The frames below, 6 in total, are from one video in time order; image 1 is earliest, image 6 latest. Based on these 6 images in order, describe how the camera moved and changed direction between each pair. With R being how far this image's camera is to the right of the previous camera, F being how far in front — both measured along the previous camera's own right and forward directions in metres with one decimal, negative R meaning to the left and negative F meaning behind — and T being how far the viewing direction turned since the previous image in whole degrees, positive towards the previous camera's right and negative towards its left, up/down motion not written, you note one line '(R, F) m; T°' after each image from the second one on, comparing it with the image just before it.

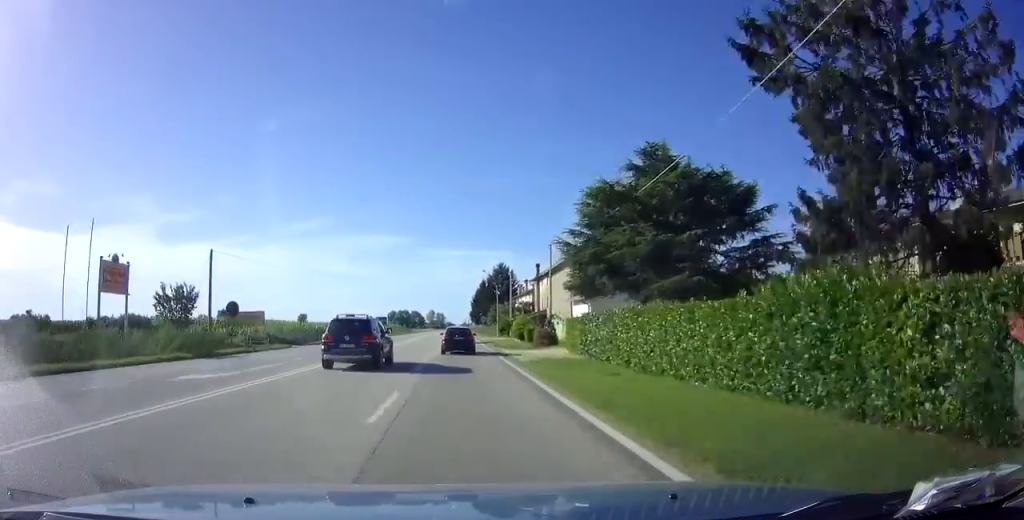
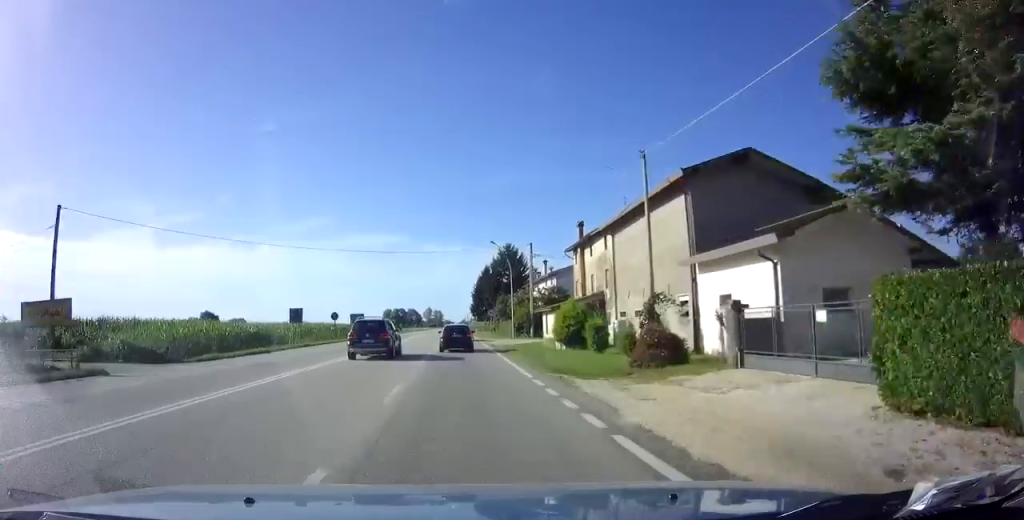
(0.0, +21.1) m; 0°
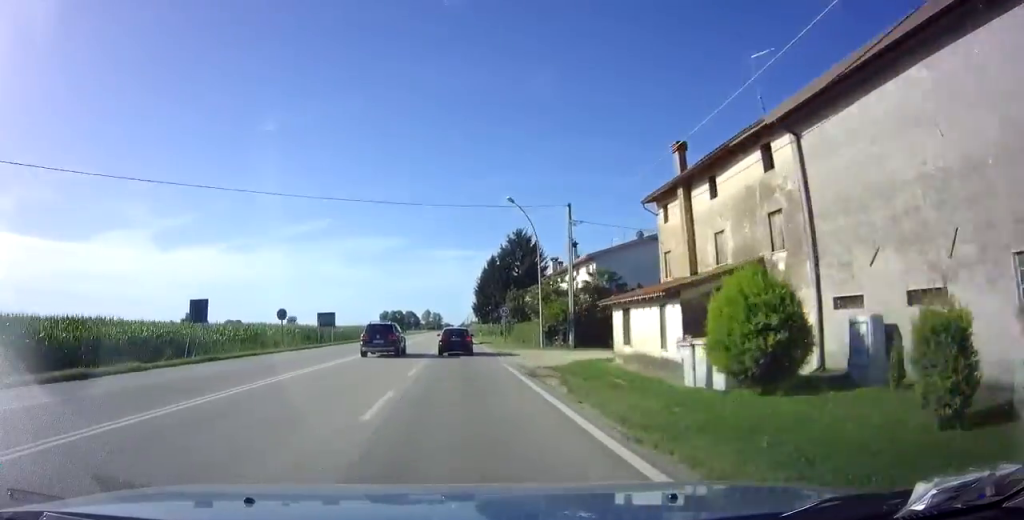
(0.0, +17.0) m; 0°
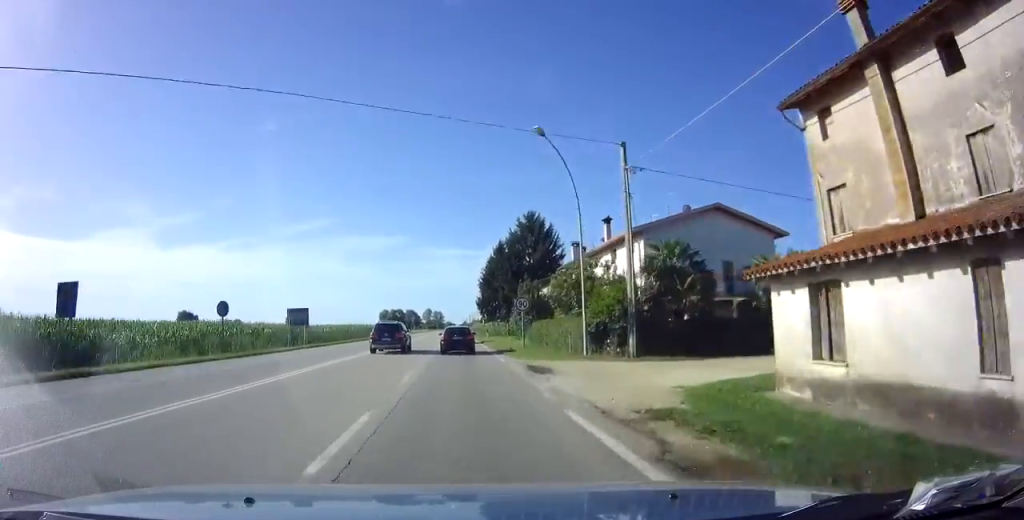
(0.0, +10.6) m; 0°
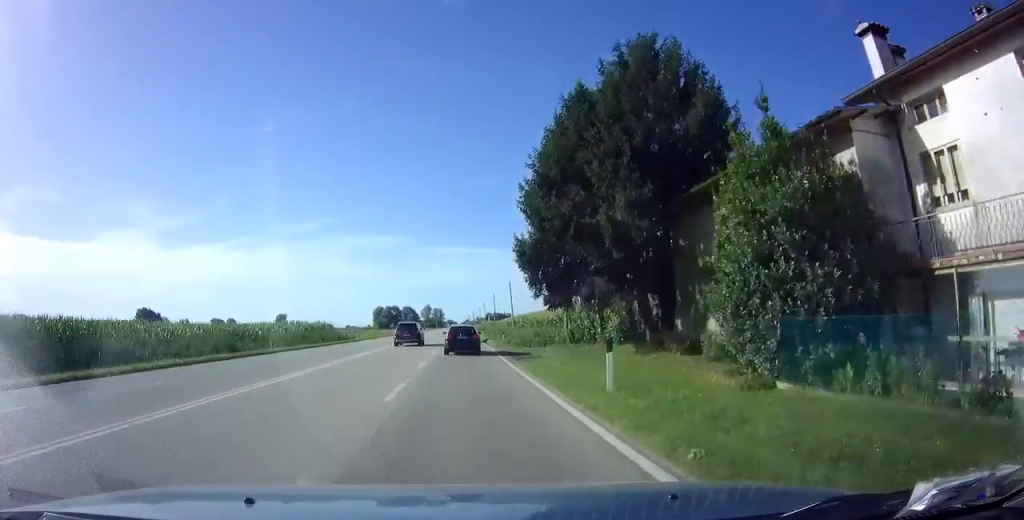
(-0.1, +41.1) m; 0°
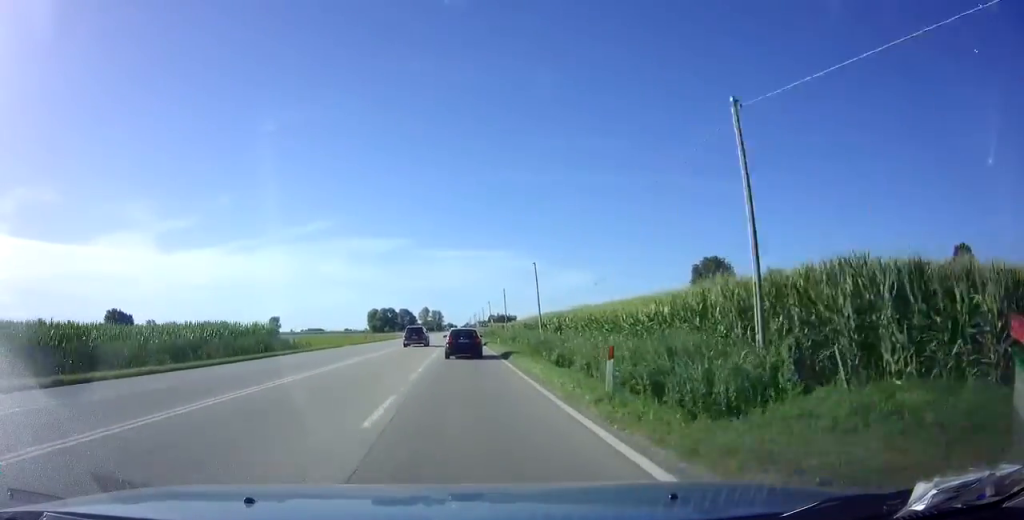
(0.0, +23.9) m; 0°
